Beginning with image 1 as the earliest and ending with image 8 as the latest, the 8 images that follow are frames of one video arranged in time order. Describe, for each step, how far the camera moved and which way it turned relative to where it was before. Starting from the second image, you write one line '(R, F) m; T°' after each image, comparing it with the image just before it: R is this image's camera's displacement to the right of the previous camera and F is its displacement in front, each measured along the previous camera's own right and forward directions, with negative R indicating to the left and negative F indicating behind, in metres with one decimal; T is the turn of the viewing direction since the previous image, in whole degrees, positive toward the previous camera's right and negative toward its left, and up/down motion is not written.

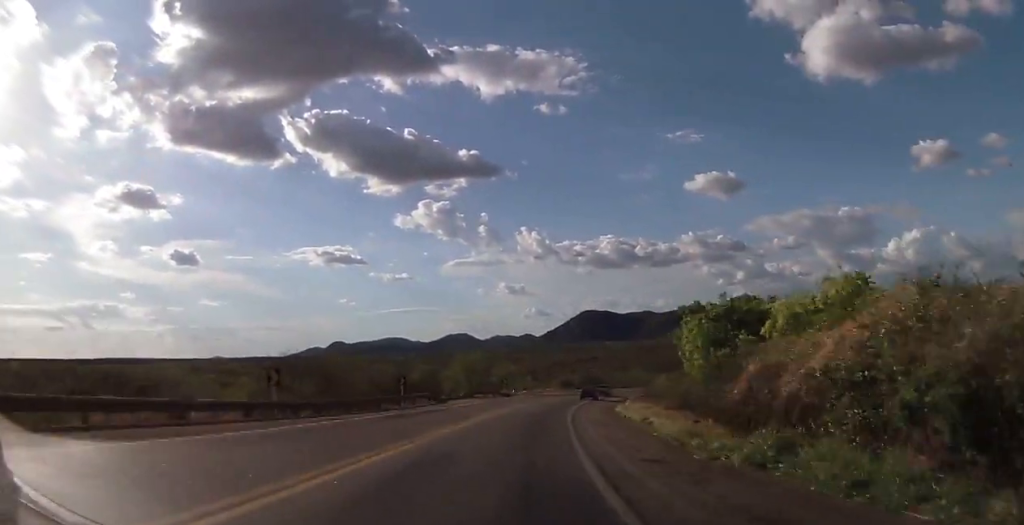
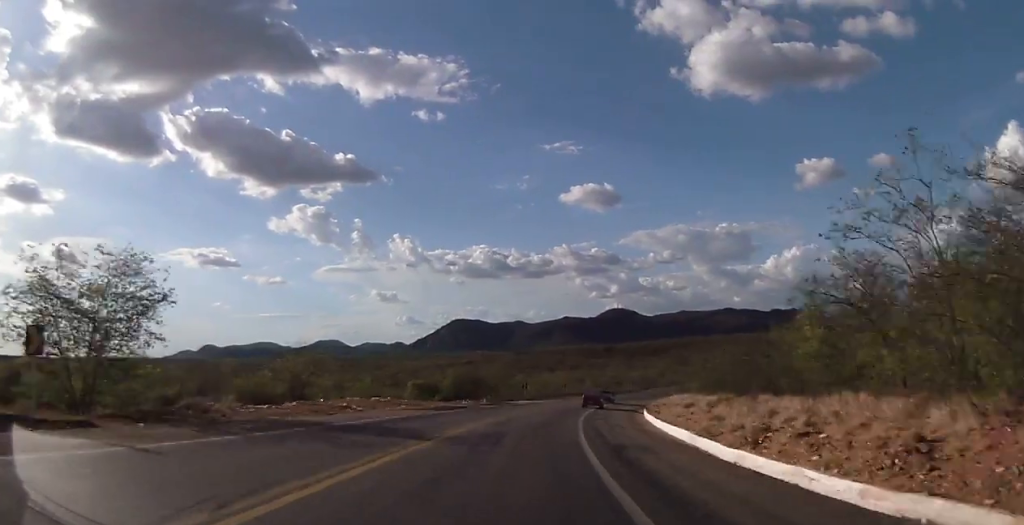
(+5.9, +66.6) m; +11°
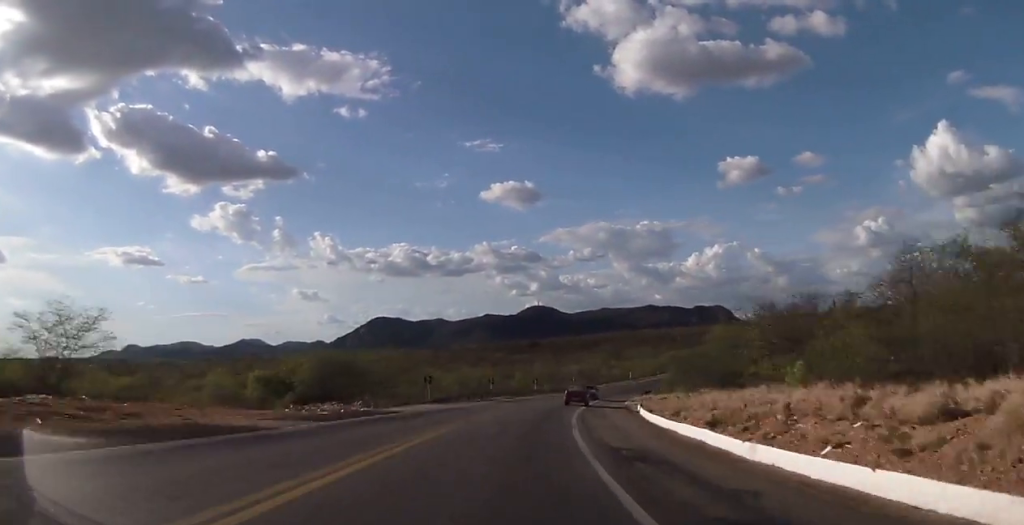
(+1.8, +30.0) m; +6°
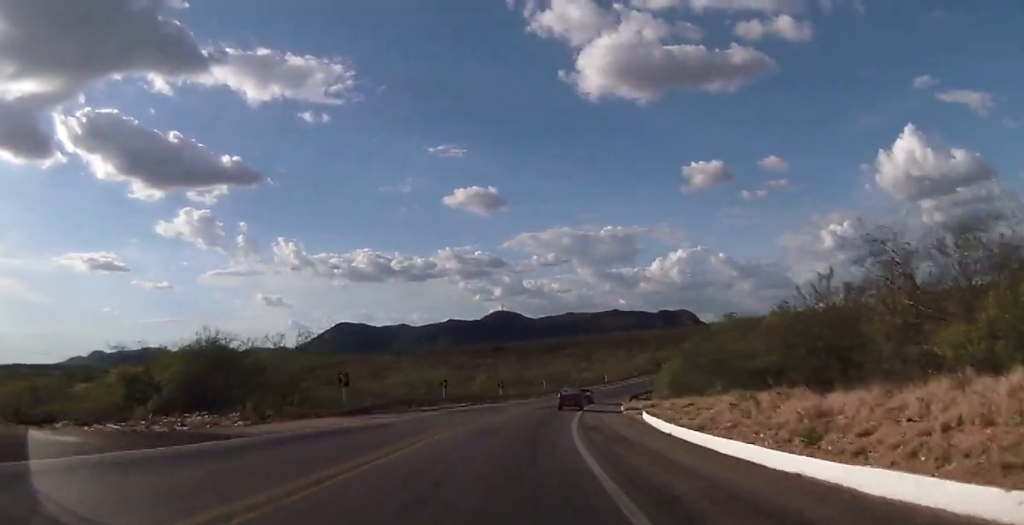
(+0.5, +15.3) m; +3°
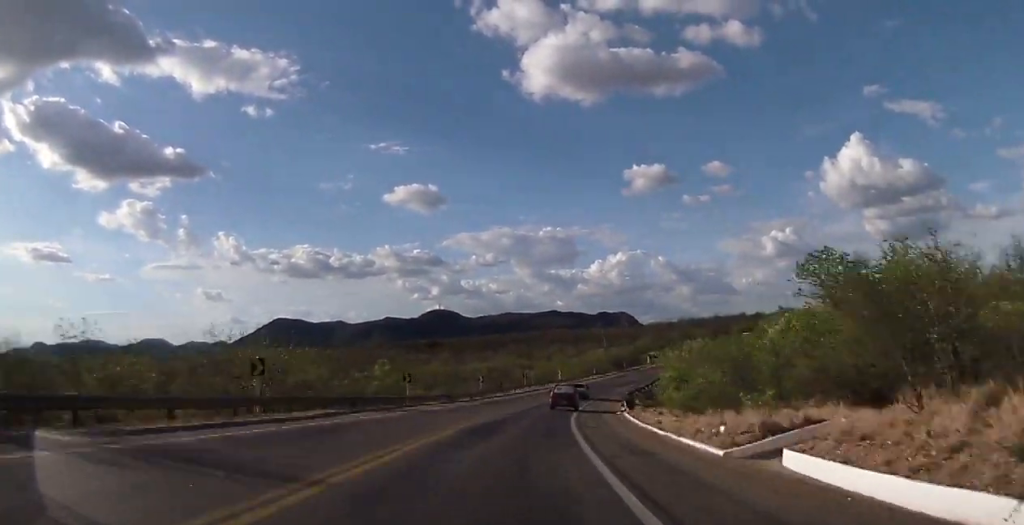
(+1.4, +29.1) m; +6°
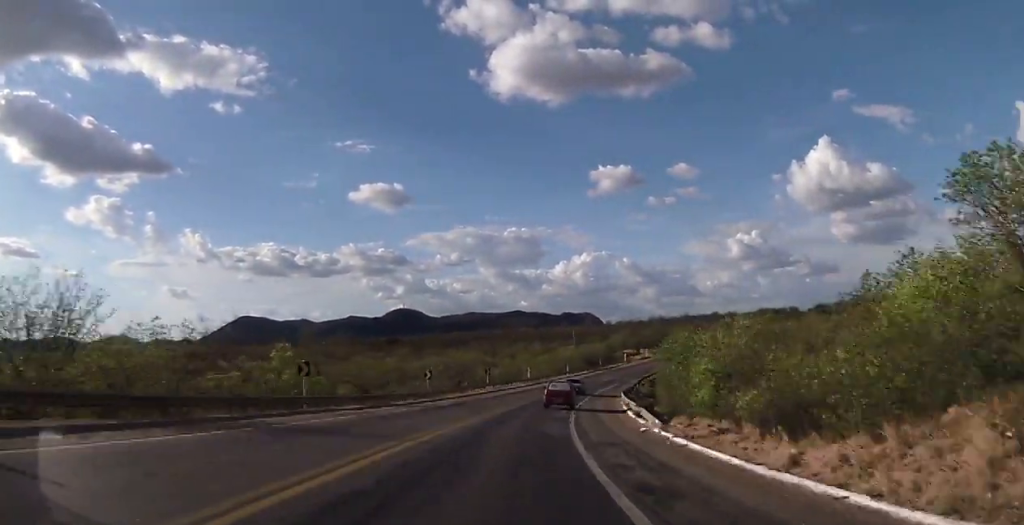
(+0.5, +15.6) m; +2°
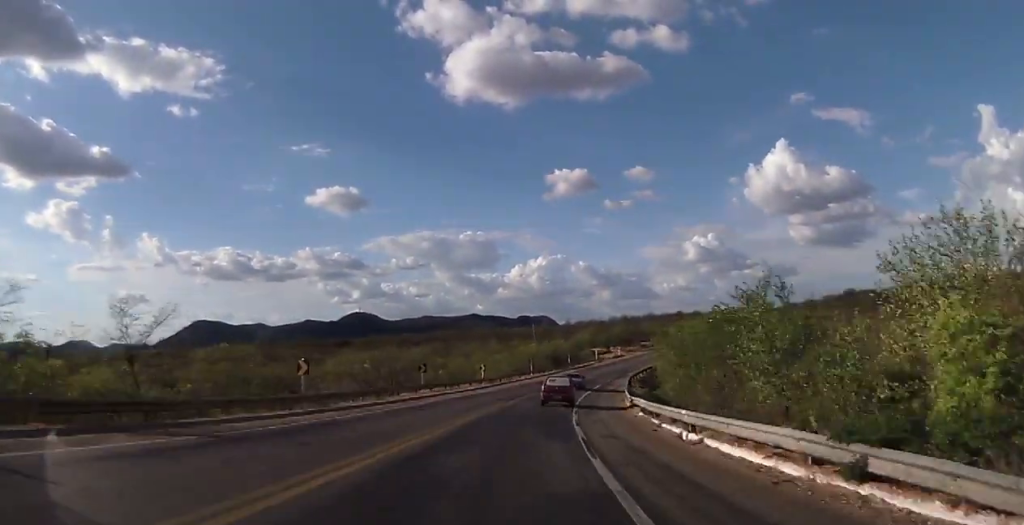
(+0.6, +20.6) m; +3°
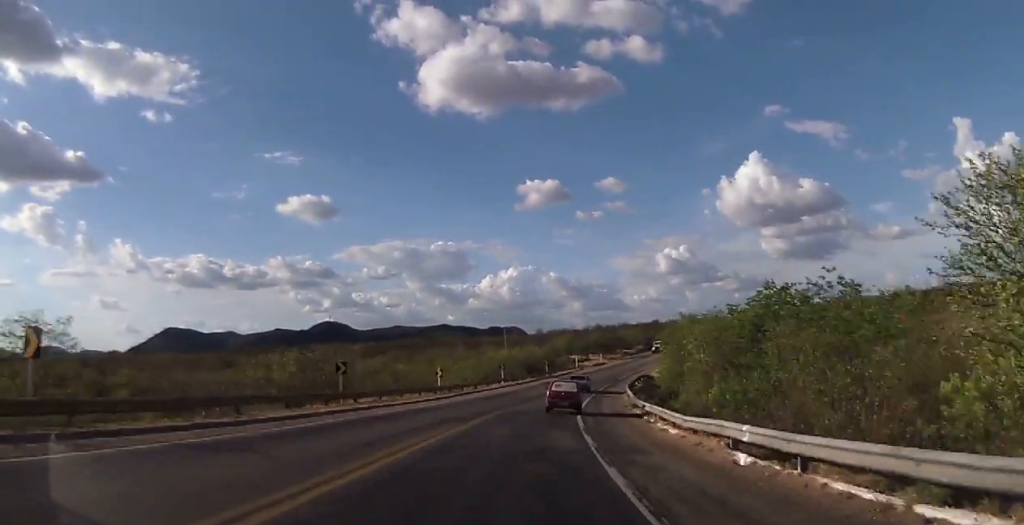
(+0.1, +15.3) m; +3°
